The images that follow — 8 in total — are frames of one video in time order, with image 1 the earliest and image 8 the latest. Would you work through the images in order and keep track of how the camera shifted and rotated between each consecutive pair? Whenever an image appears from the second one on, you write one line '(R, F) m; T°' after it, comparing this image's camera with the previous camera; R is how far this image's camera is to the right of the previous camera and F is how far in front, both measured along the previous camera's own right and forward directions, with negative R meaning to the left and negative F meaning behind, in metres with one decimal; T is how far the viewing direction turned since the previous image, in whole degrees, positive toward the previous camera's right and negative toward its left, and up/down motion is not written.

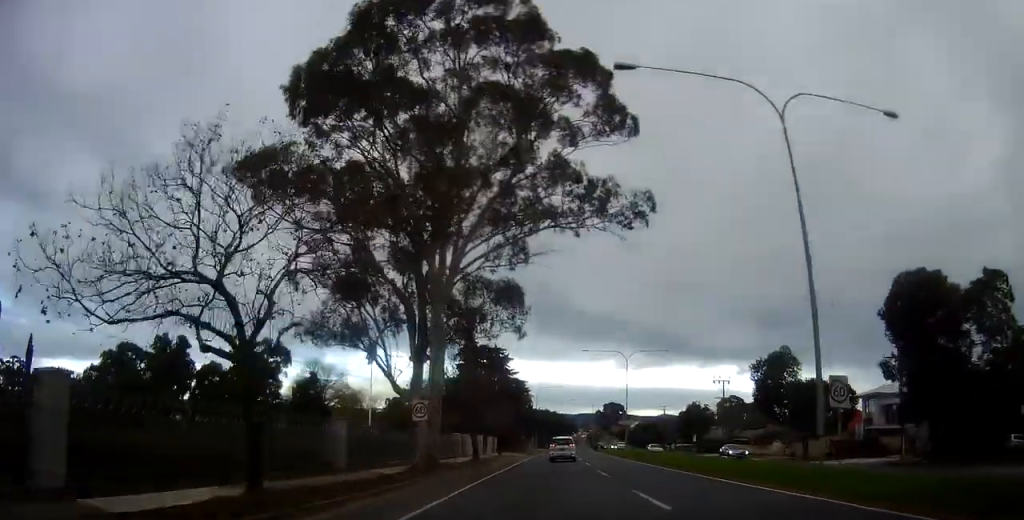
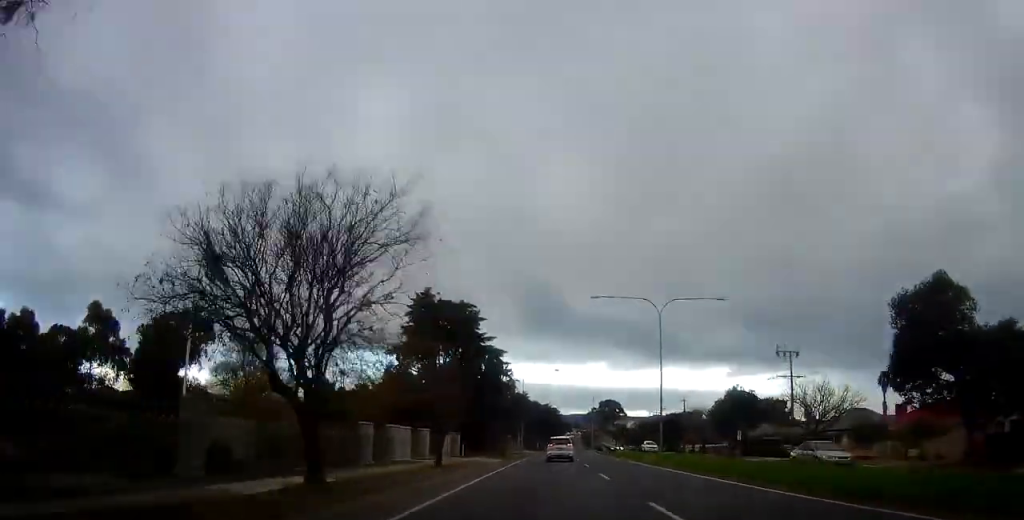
(+0.2, +26.0) m; +1°
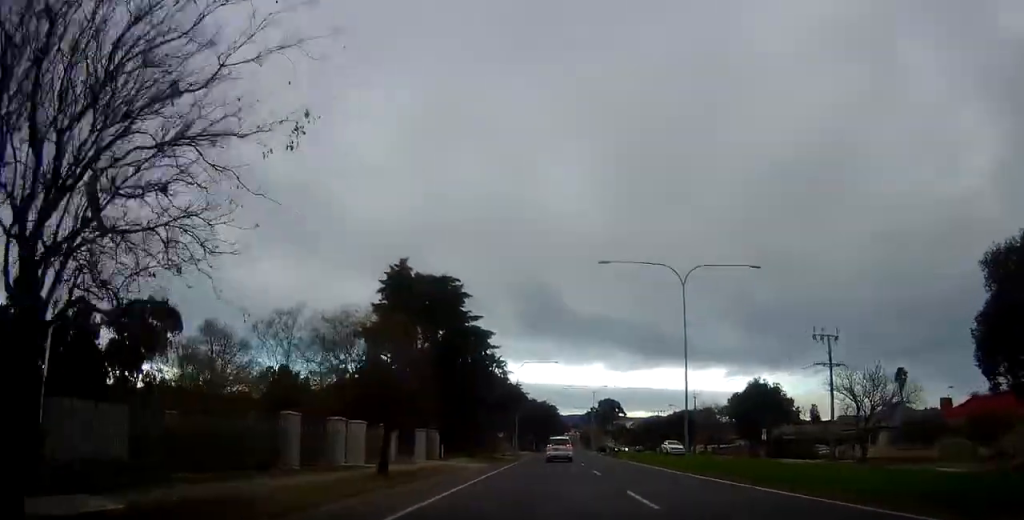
(-0.1, +8.9) m; +1°
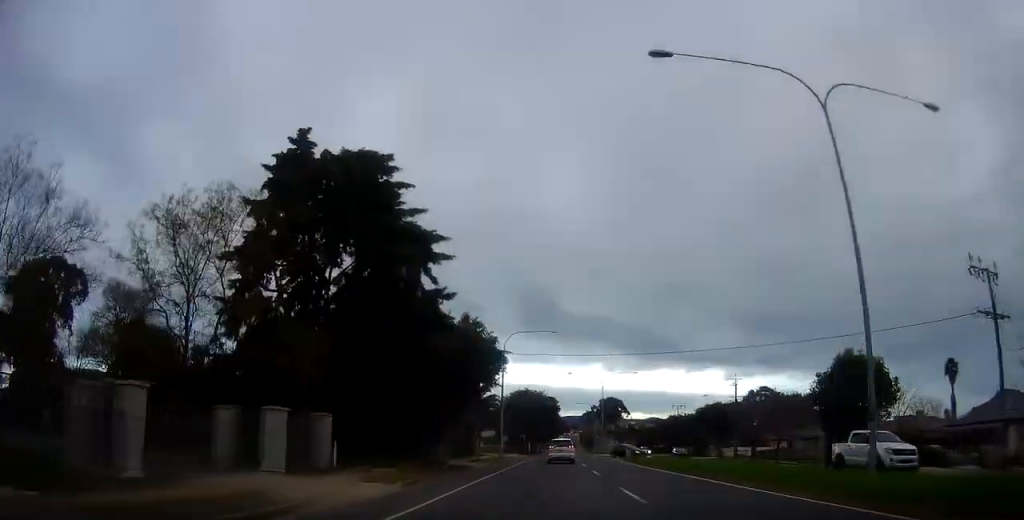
(+0.6, +21.5) m; -1°
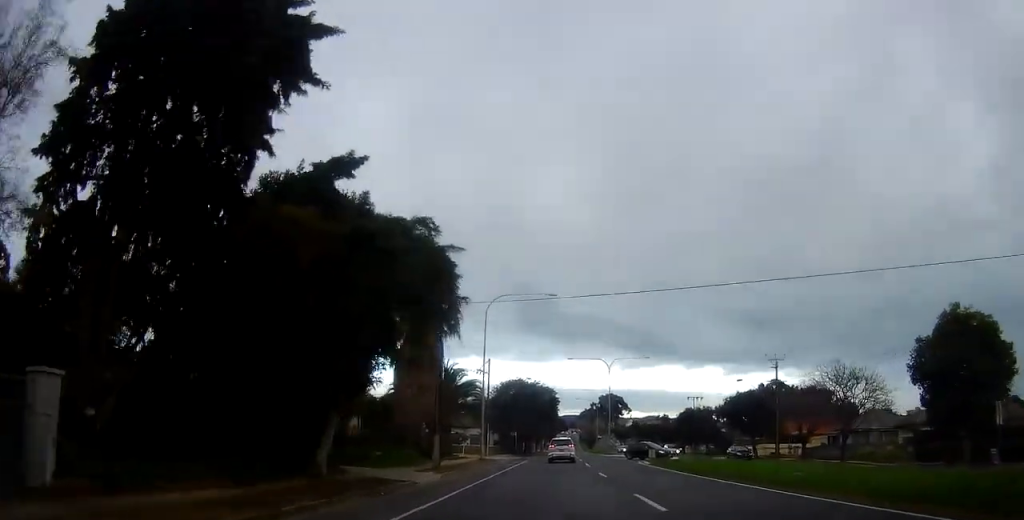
(-0.4, +14.3) m; -1°
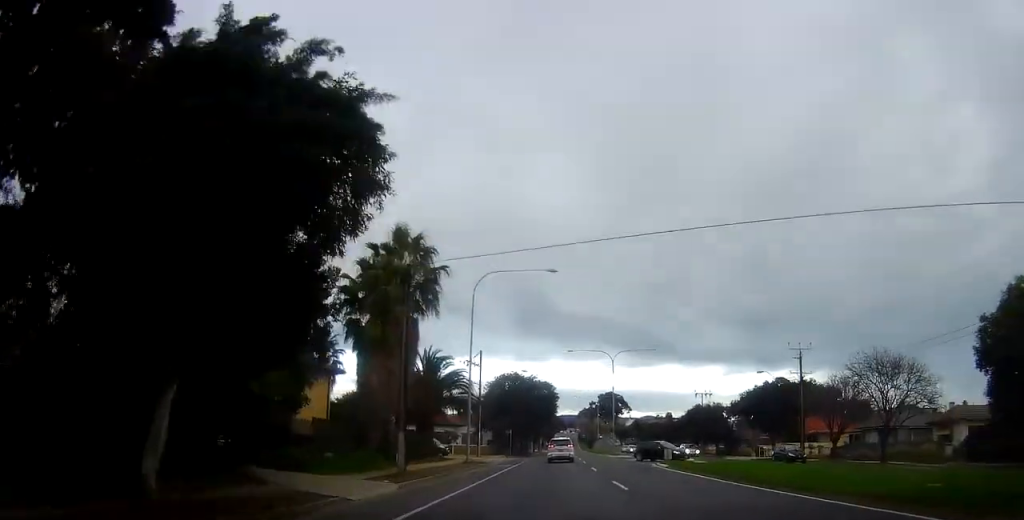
(-0.2, +6.3) m; +1°
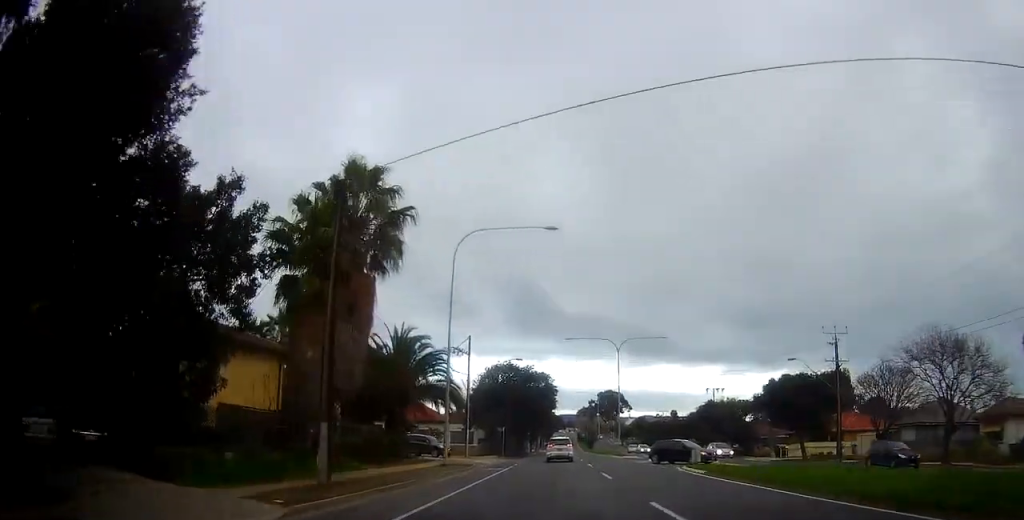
(+0.2, +7.4) m; +1°
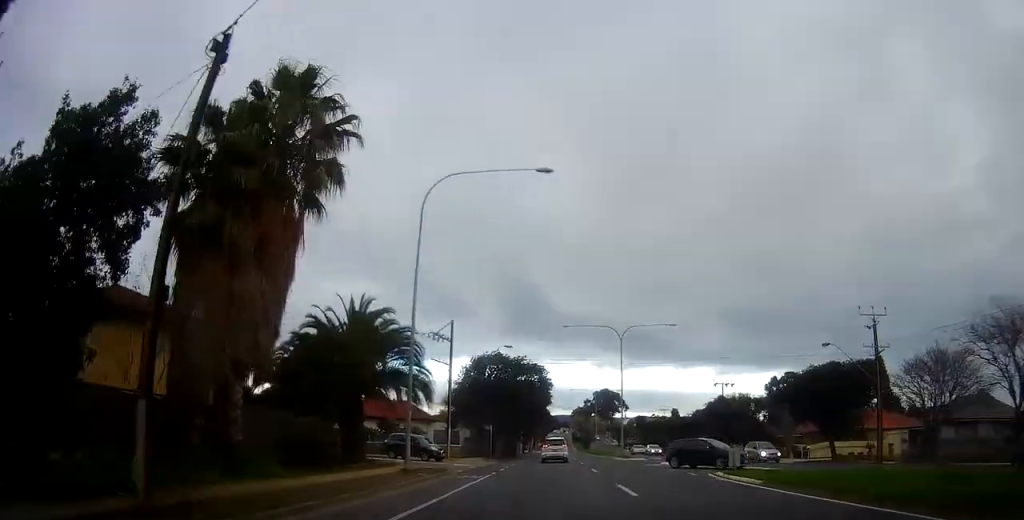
(+0.3, +6.9) m; 0°
